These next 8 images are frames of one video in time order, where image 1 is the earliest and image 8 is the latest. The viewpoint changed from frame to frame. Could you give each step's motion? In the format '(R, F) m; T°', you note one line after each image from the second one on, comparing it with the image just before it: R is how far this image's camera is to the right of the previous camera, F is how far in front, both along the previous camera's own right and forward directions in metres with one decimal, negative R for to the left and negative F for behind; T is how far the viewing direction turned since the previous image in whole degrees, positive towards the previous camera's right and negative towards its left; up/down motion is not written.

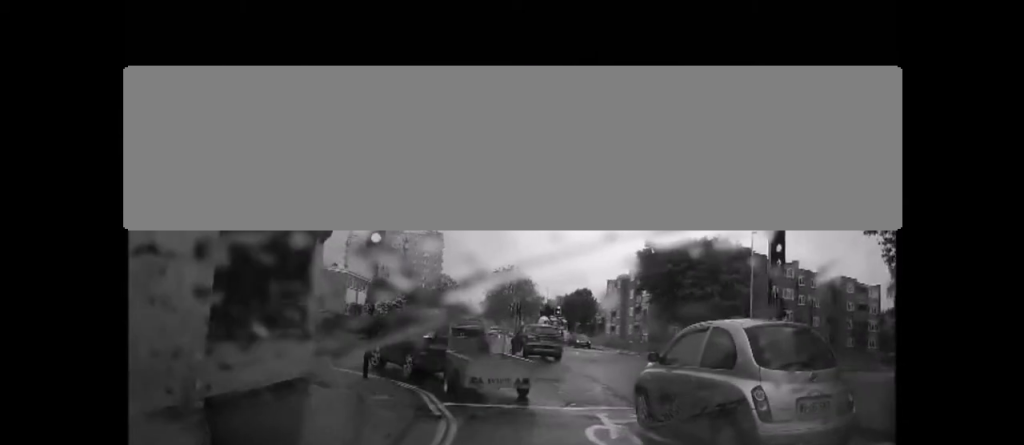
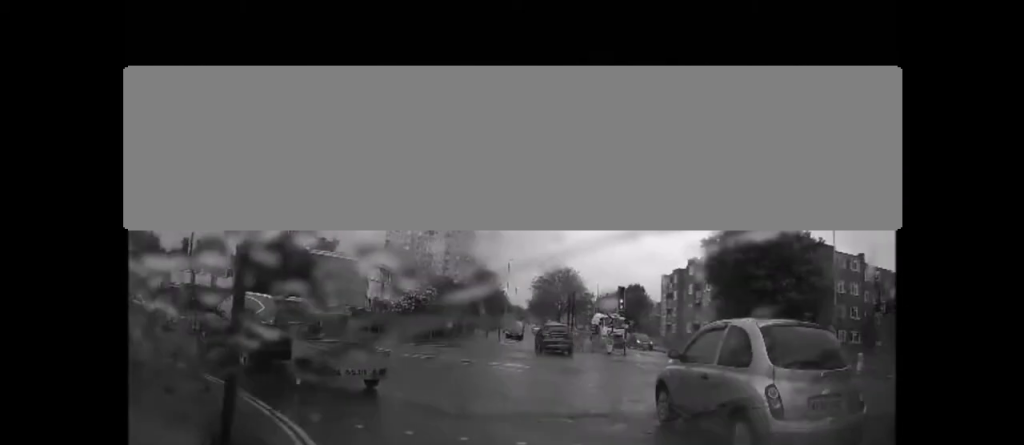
(+0.3, +6.5) m; -6°
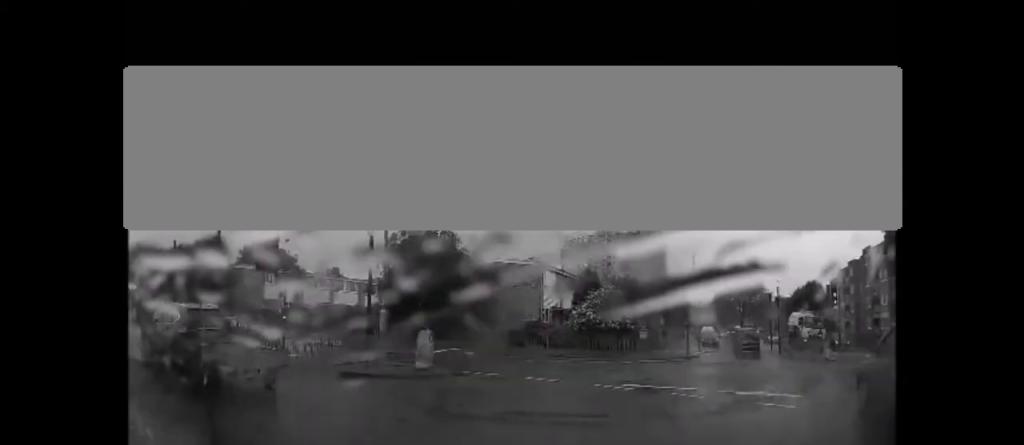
(-0.9, +5.9) m; -24°
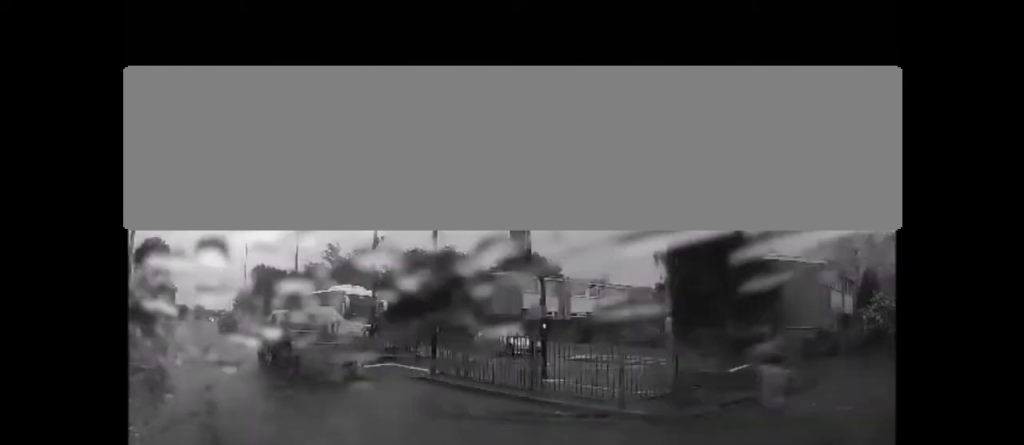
(-1.2, +5.0) m; -30°
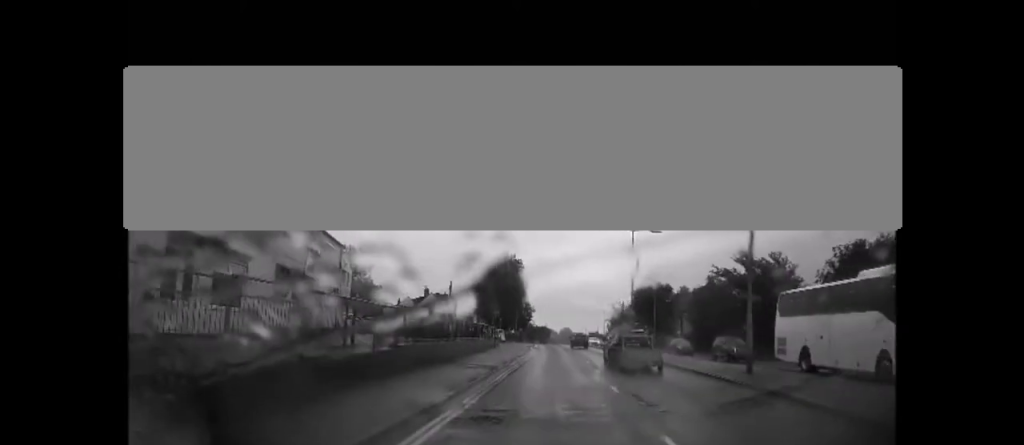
(-7.3, +12.0) m; -40°
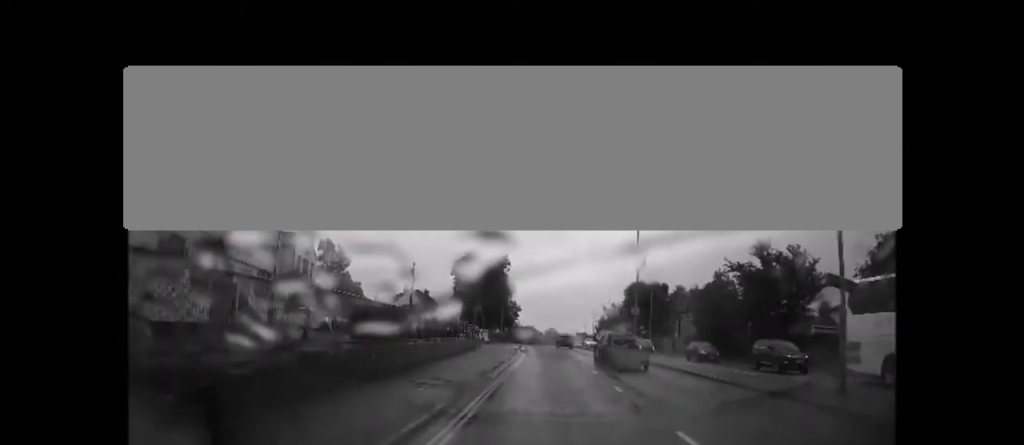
(+0.3, +5.8) m; +4°
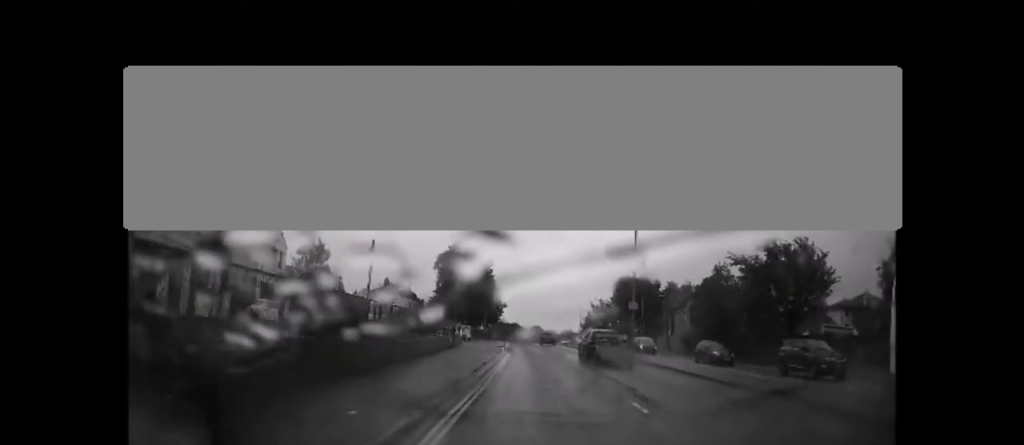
(+0.1, +3.4) m; +1°
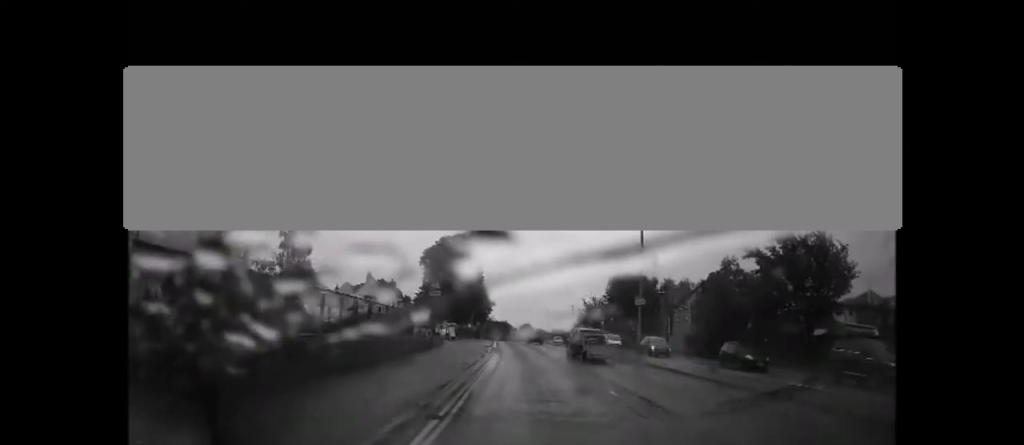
(+0.1, +4.2) m; +1°
